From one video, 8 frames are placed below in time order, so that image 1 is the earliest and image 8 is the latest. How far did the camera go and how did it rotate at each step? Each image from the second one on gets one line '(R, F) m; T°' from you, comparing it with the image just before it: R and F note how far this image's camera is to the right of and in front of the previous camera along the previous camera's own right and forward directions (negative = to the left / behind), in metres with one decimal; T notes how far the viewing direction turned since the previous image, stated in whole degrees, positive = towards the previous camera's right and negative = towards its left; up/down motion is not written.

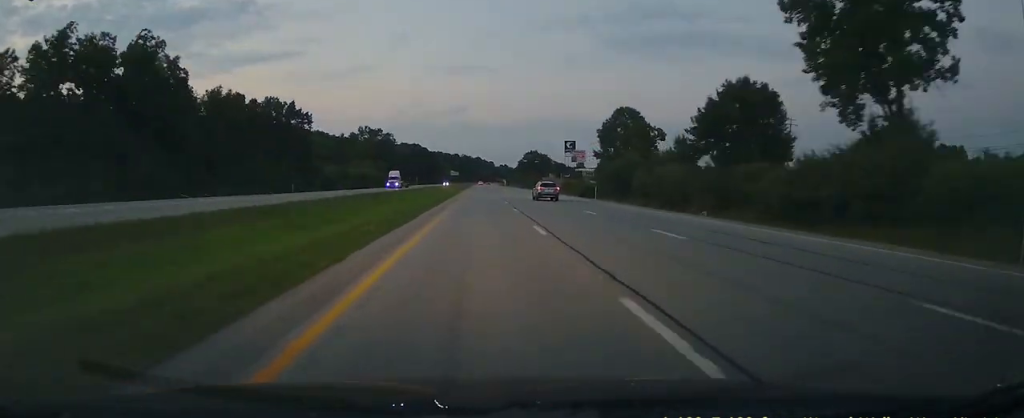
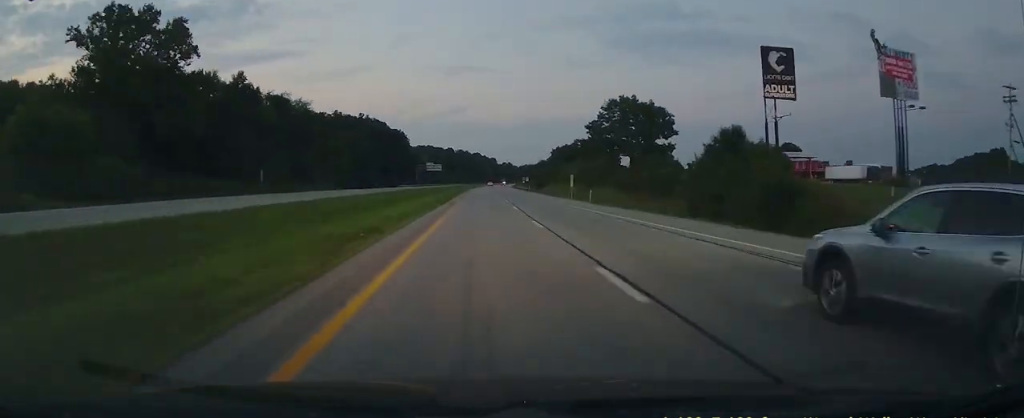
(+1.4, +159.3) m; +2°
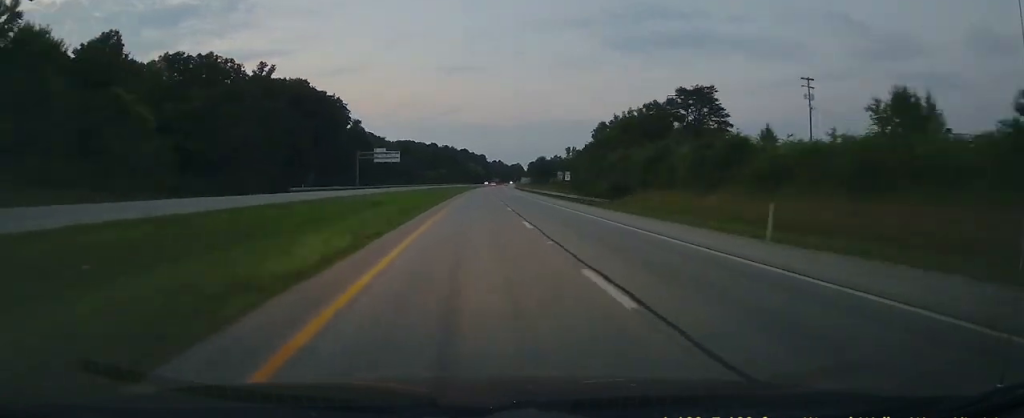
(+0.6, +91.3) m; +1°
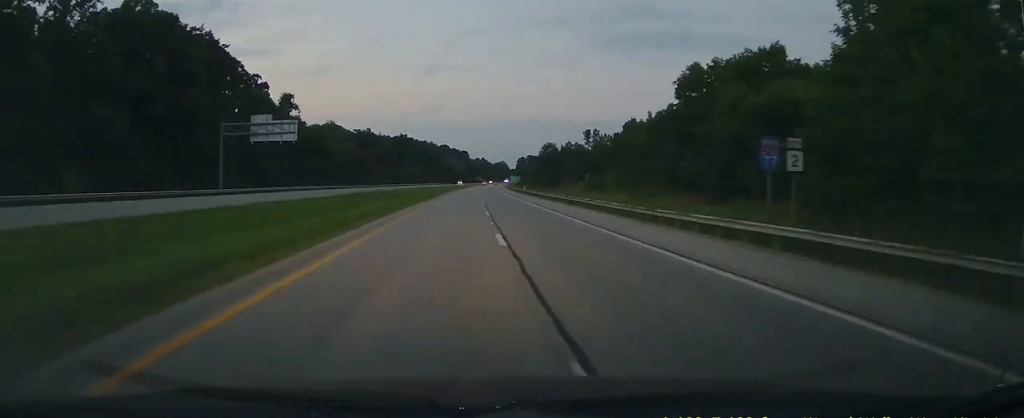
(+1.0, +65.2) m; +1°
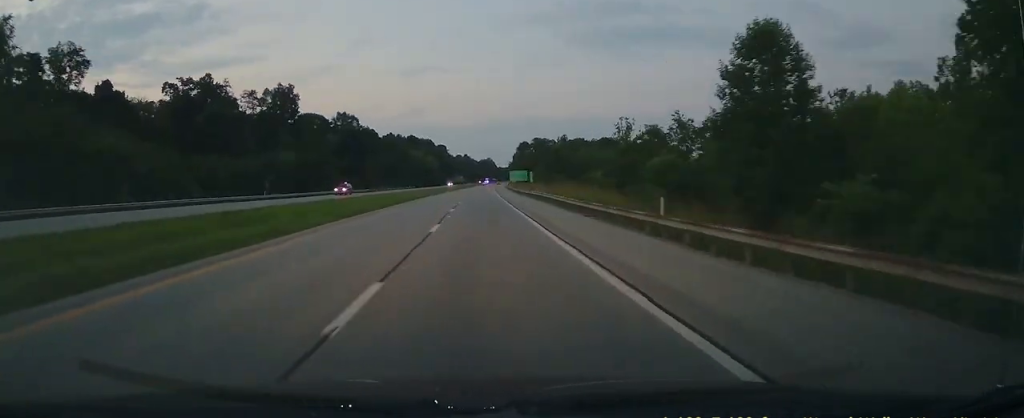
(+2.5, +144.8) m; +2°
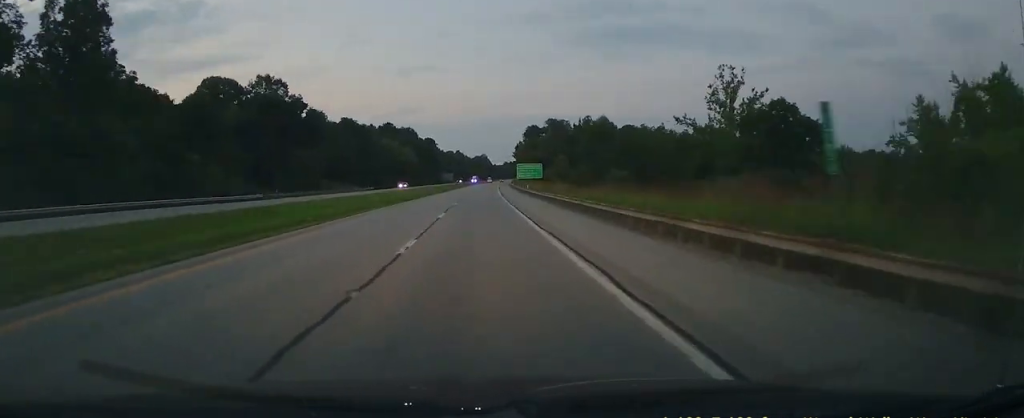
(-0.4, +70.2) m; +1°
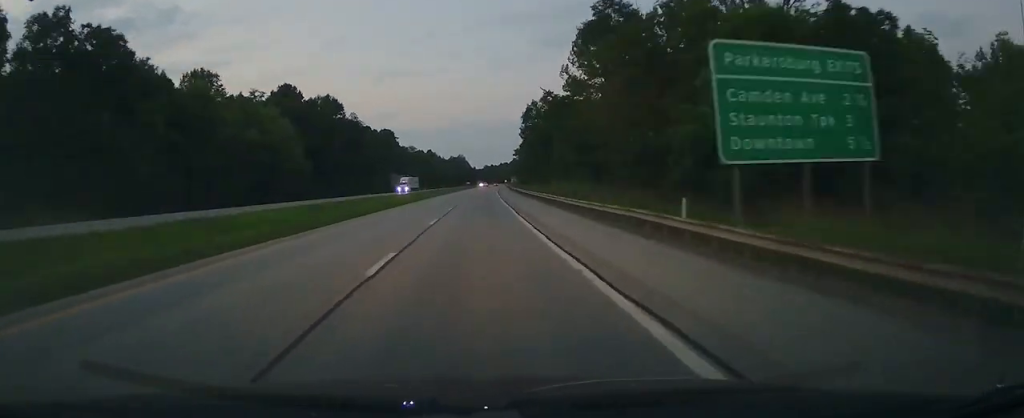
(+3.3, +144.1) m; +2°
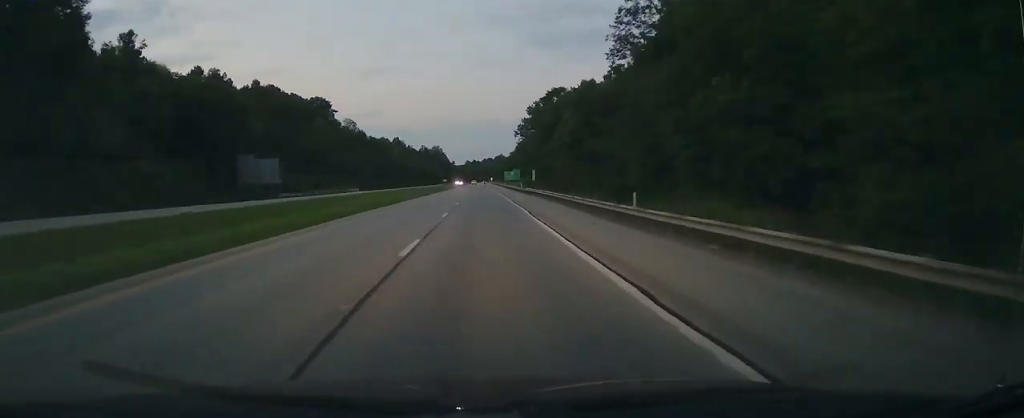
(+3.4, +167.7) m; +1°
